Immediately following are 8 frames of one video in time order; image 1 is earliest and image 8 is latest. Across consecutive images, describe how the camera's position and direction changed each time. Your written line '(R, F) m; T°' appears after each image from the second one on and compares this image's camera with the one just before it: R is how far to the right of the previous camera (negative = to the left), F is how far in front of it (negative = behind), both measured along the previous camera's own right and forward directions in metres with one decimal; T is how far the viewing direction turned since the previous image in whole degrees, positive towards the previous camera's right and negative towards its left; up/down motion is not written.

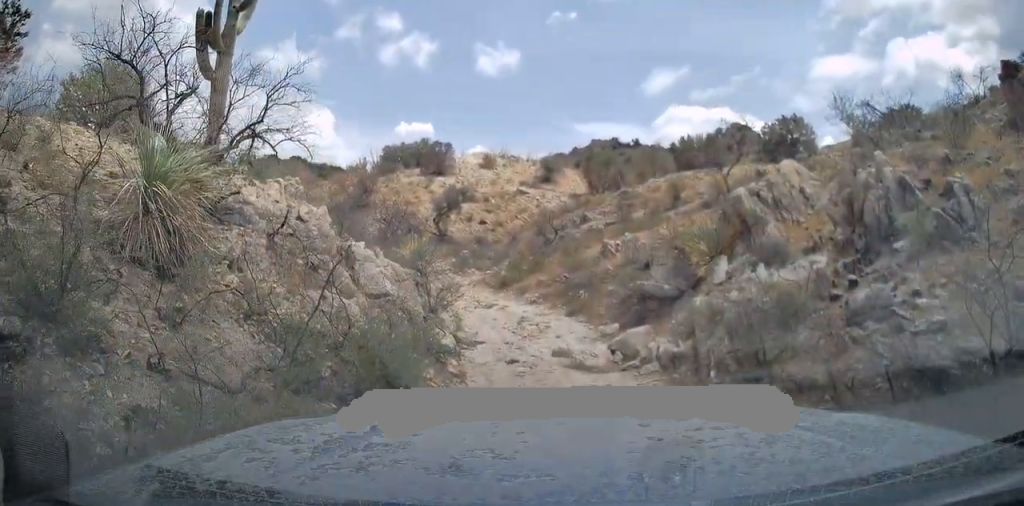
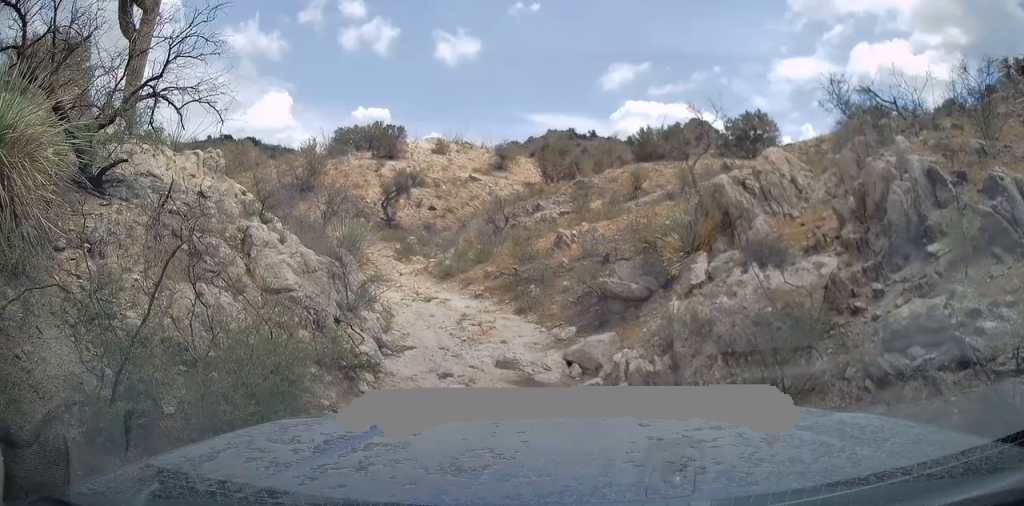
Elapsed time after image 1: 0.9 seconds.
(-0.1, +2.1) m; -3°
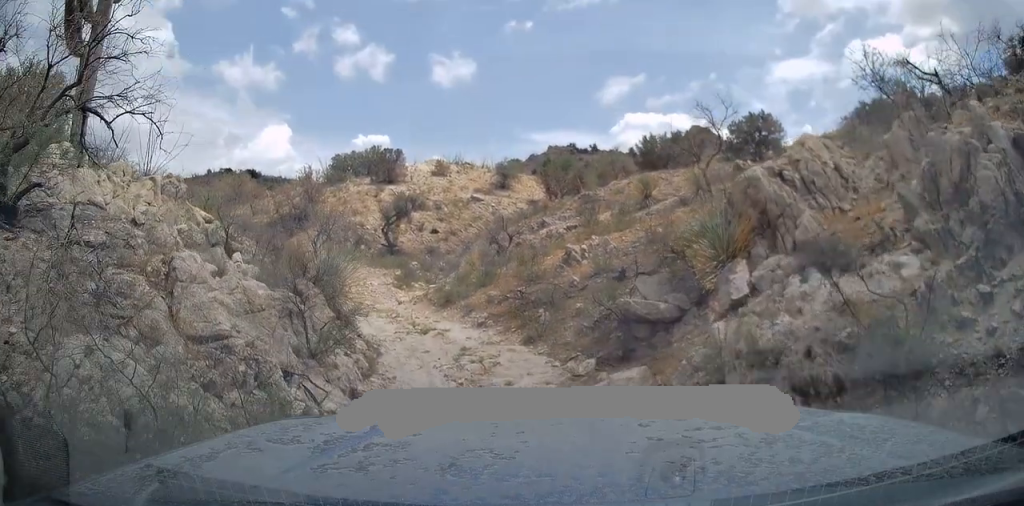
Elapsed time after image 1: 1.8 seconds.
(0.0, +2.1) m; -1°
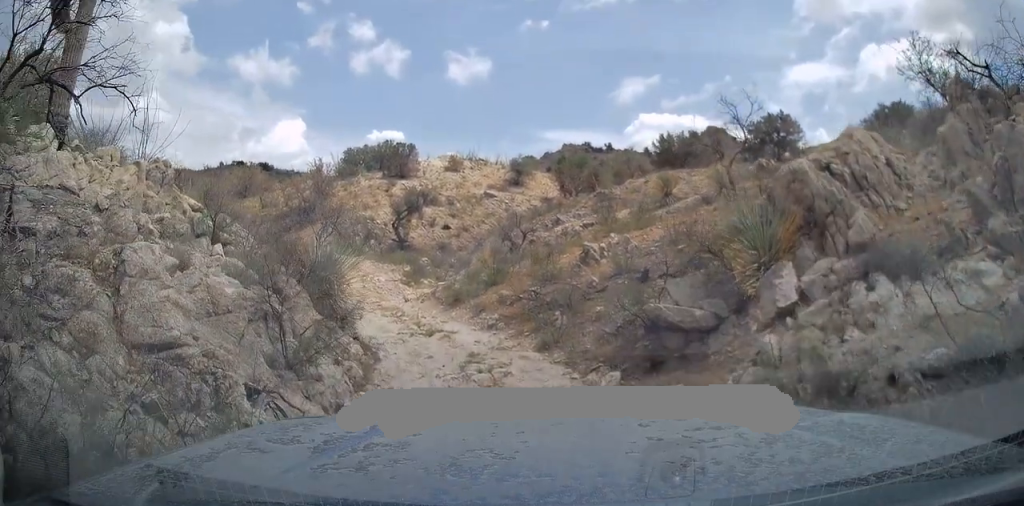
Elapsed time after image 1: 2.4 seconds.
(0.0, +1.2) m; -1°
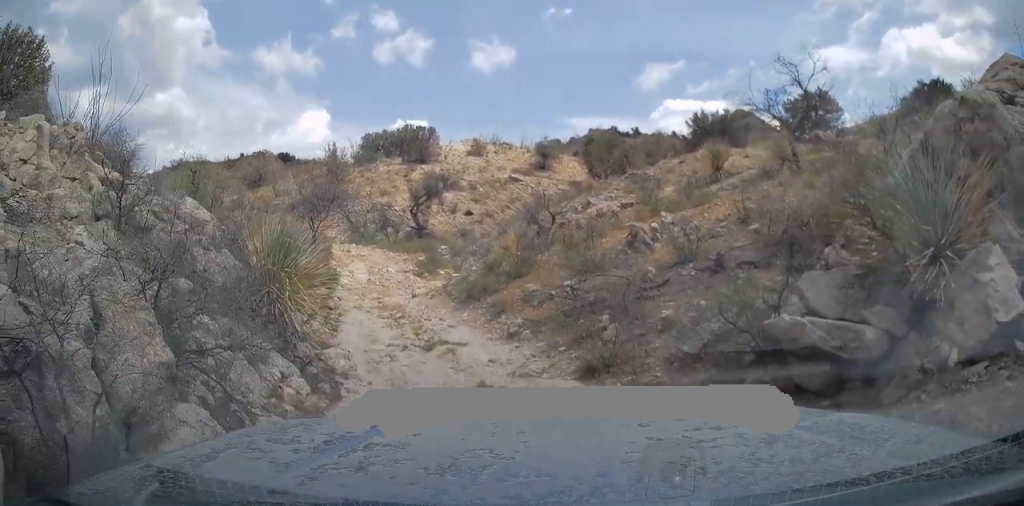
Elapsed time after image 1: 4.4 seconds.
(+0.3, +3.2) m; +8°
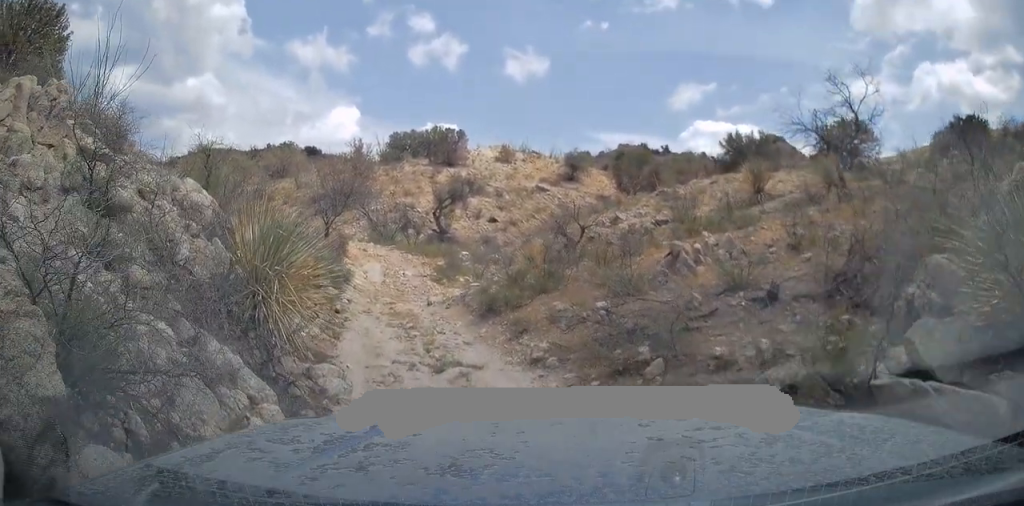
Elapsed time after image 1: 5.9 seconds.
(-0.4, +1.8) m; 0°
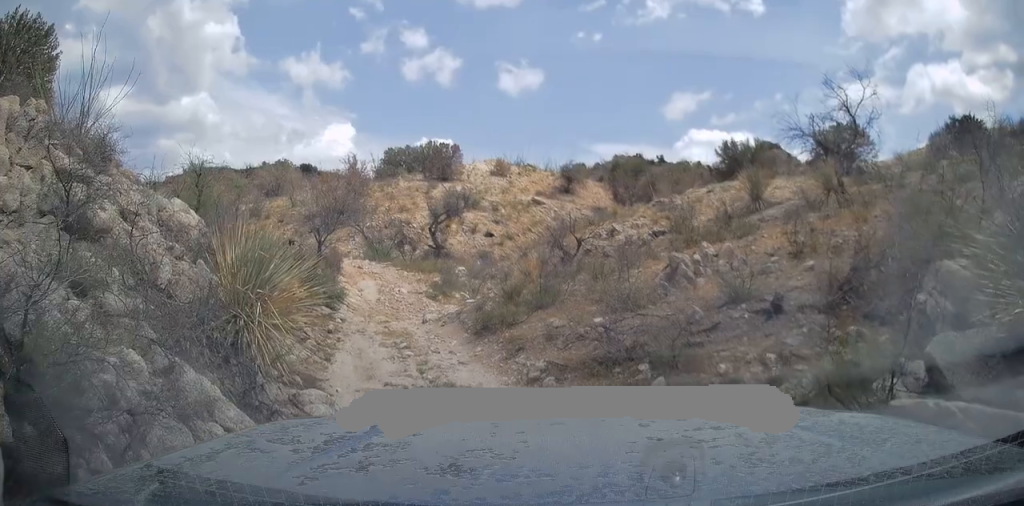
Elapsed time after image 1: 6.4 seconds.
(+0.1, +0.4) m; 0°
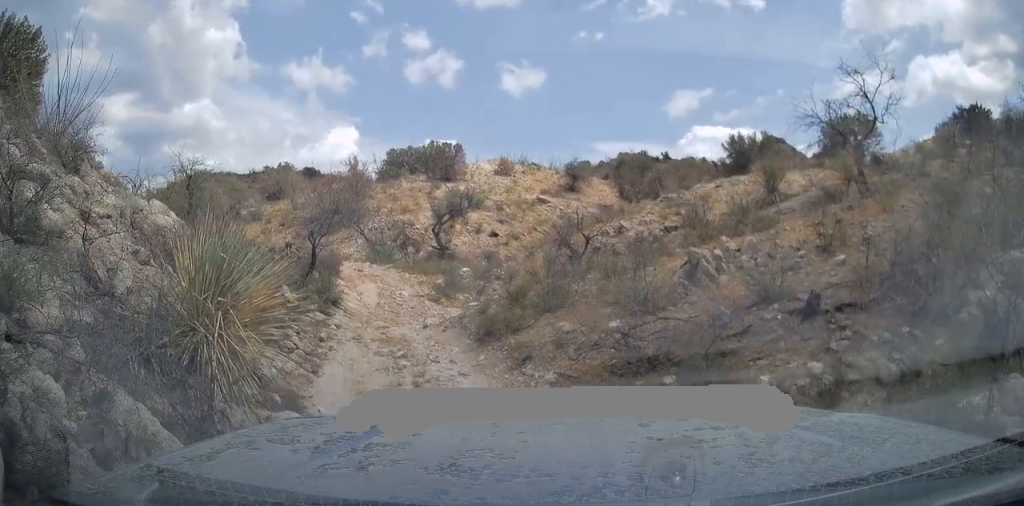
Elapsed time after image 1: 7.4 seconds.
(+0.5, +1.0) m; 0°
